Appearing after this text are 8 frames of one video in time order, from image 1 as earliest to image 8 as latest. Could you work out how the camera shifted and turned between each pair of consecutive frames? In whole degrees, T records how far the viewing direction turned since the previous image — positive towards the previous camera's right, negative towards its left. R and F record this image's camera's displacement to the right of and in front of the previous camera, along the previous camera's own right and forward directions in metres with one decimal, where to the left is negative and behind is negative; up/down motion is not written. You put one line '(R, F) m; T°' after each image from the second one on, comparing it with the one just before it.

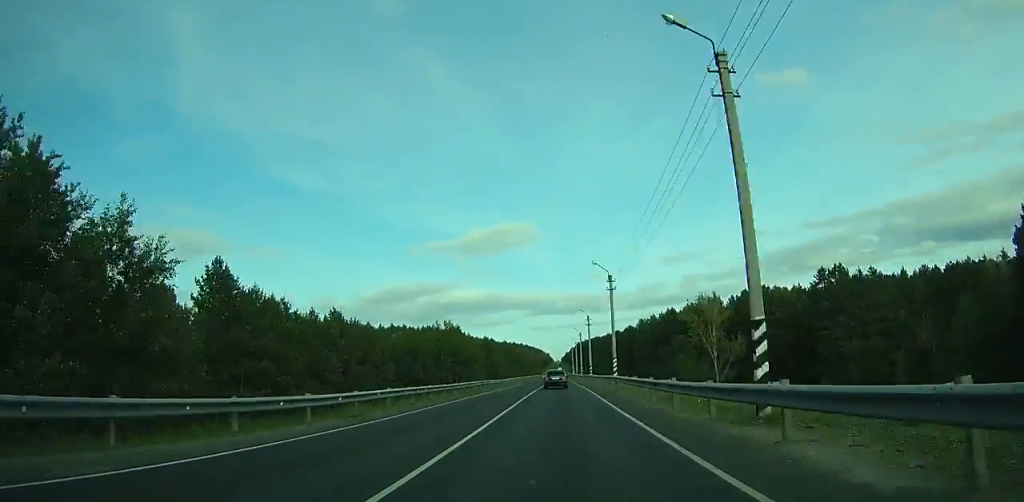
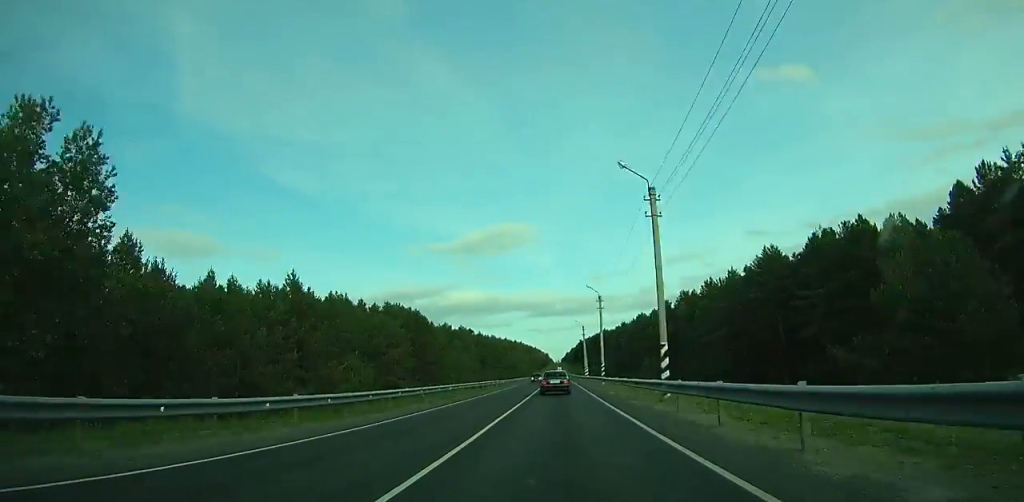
(-0.2, +79.7) m; 0°
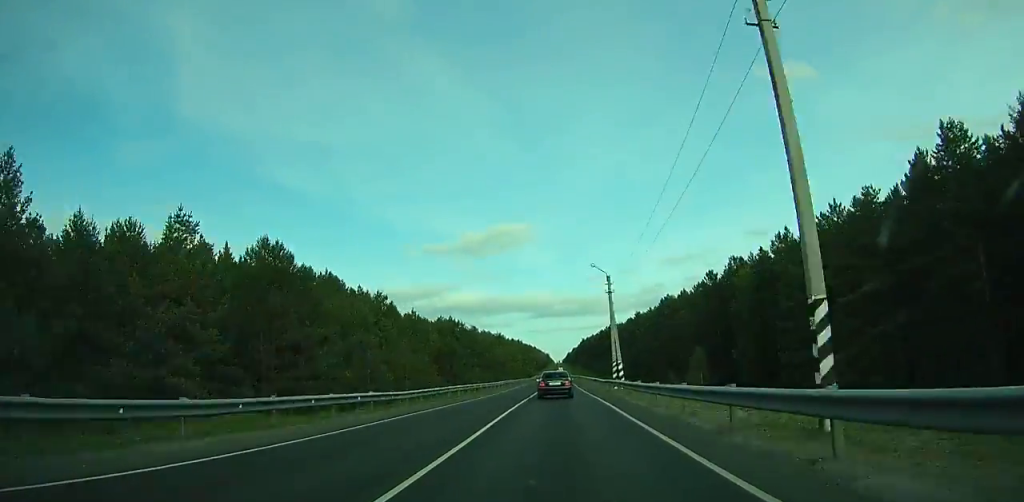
(0.0, +44.0) m; 0°
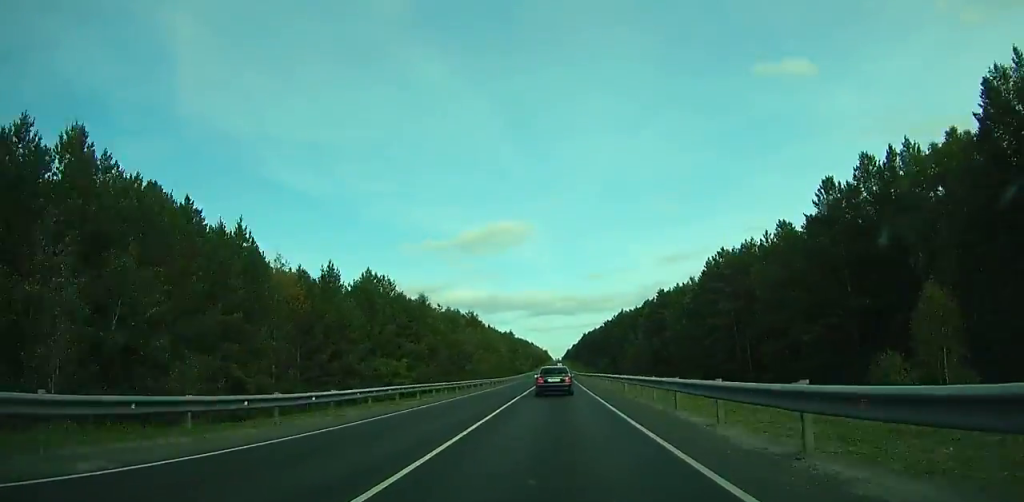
(+0.1, +51.7) m; 0°
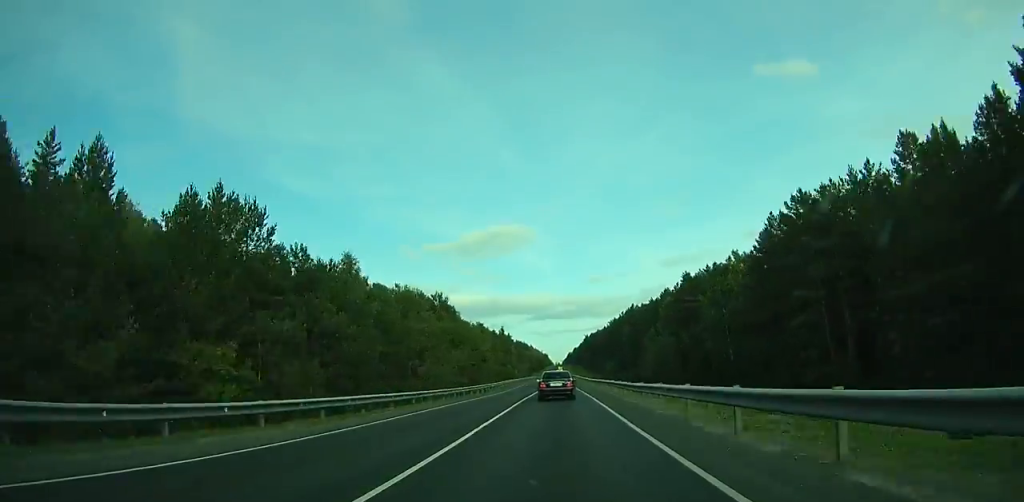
(+0.1, +35.3) m; 0°
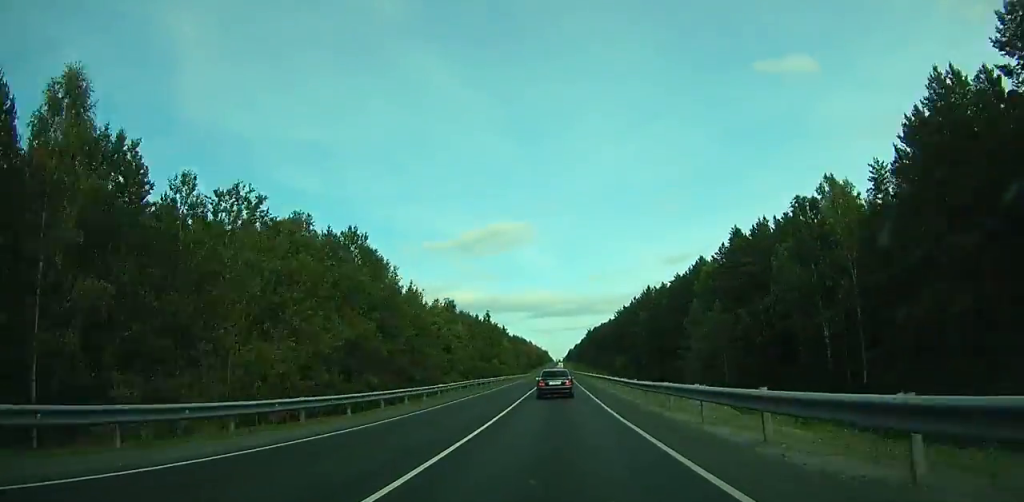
(-0.2, +38.5) m; 0°
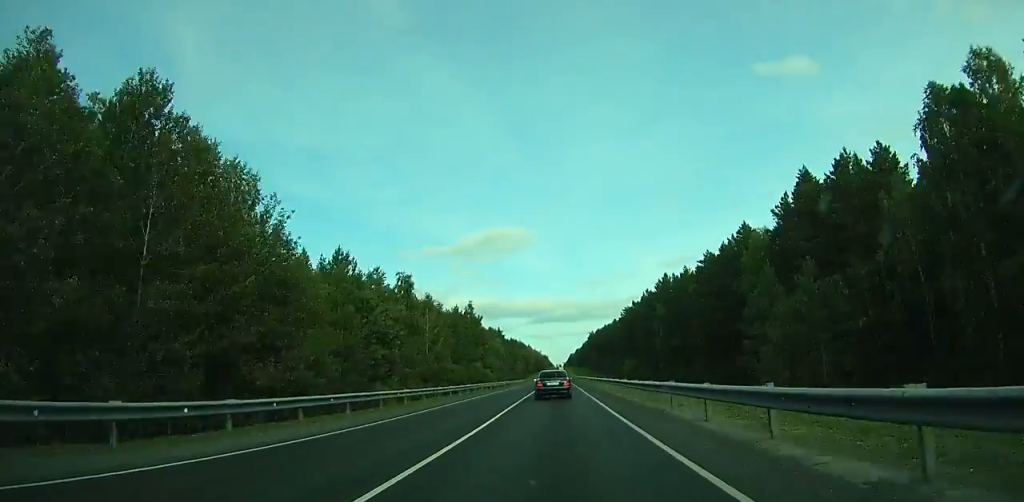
(0.0, +27.7) m; 0°
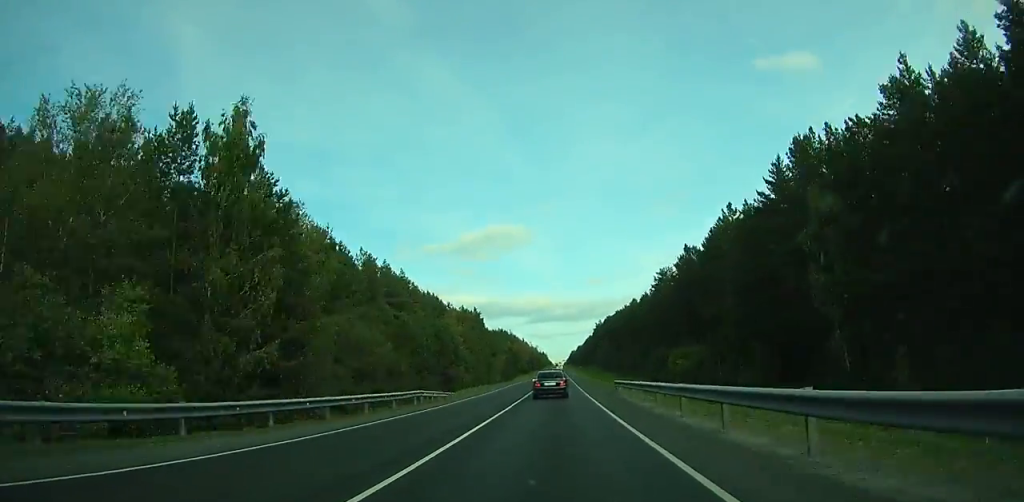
(-0.6, +87.4) m; 0°
